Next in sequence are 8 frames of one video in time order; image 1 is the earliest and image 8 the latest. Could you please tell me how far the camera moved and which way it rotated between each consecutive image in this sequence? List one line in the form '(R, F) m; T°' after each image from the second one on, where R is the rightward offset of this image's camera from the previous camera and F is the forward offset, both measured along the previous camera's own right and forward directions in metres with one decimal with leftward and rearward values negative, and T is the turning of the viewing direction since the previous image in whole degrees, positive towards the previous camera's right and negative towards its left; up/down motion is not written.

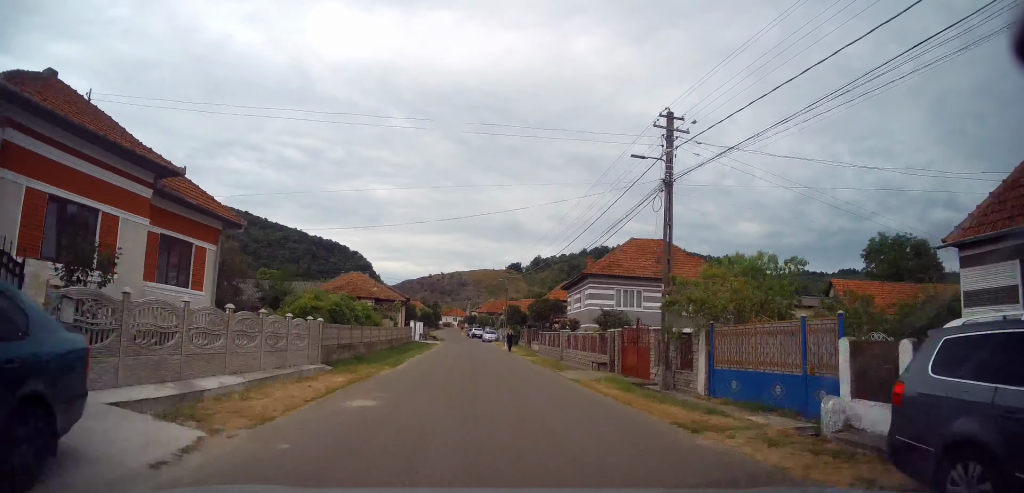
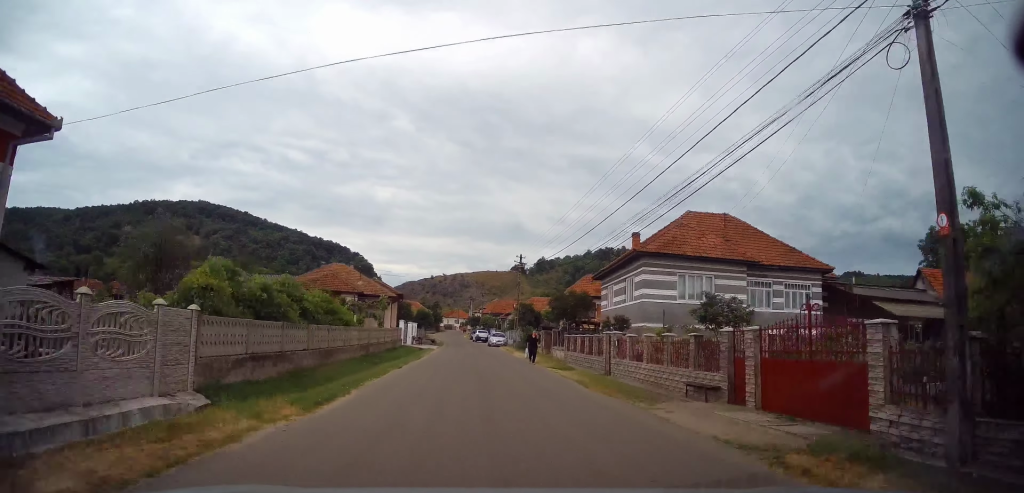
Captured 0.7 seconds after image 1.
(+0.3, +10.2) m; 0°
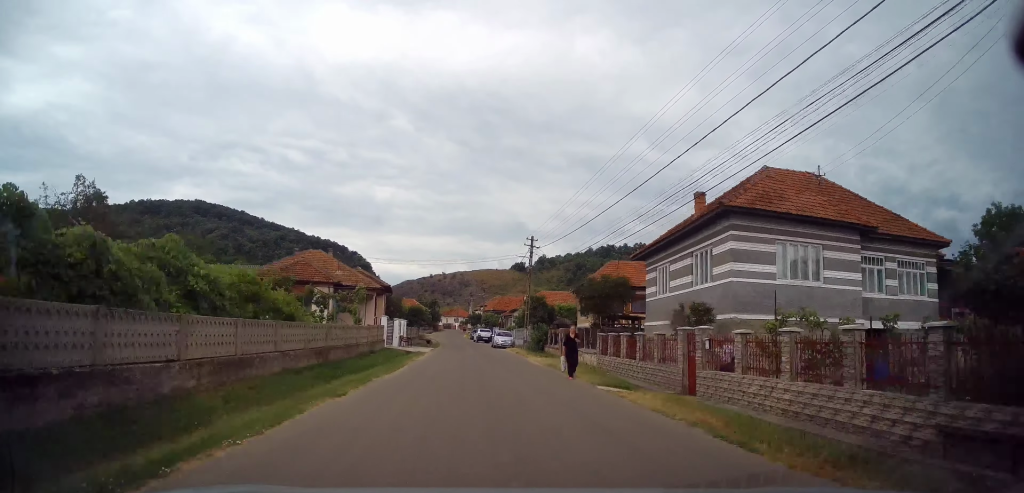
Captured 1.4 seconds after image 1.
(-0.3, +8.3) m; -2°
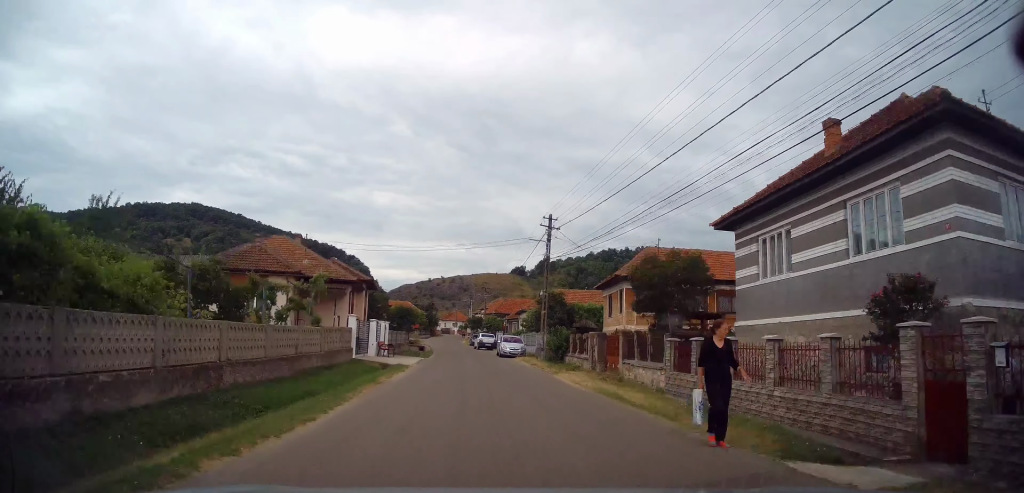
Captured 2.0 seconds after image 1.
(-0.1, +8.4) m; -1°
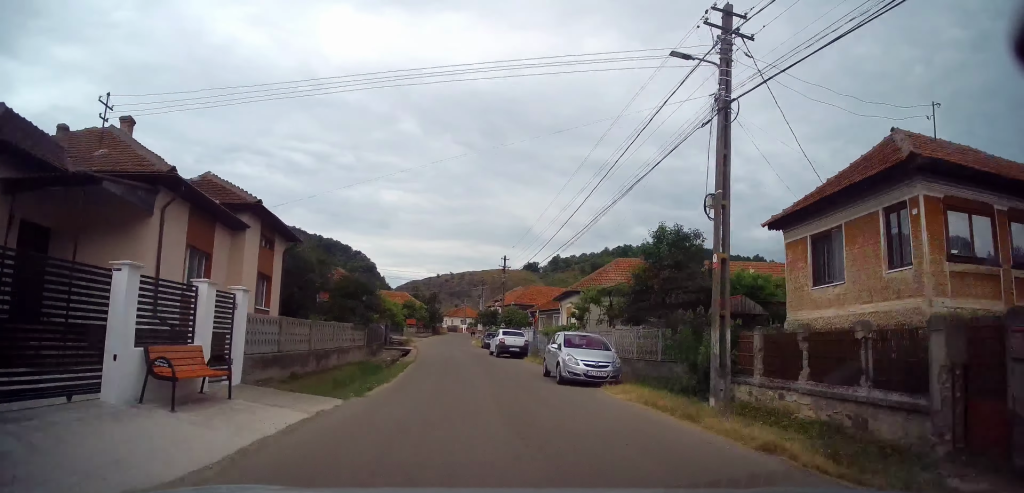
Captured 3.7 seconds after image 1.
(-0.2, +19.6) m; 0°
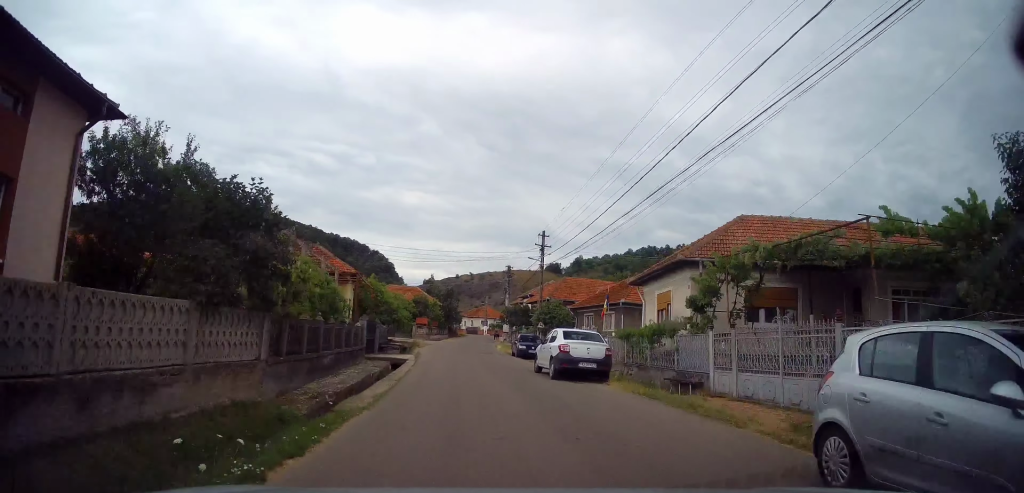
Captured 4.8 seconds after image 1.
(0.0, +12.4) m; -1°
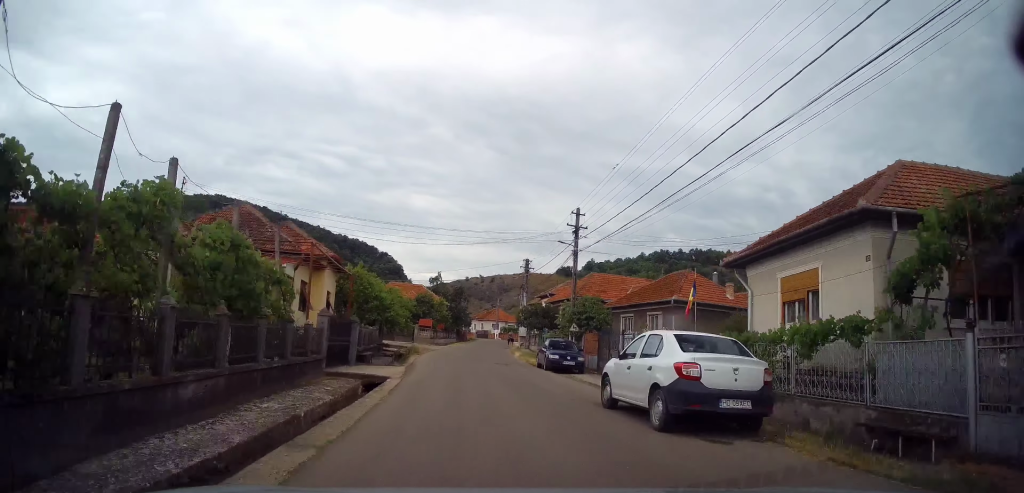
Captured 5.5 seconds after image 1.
(-0.1, +8.0) m; -2°
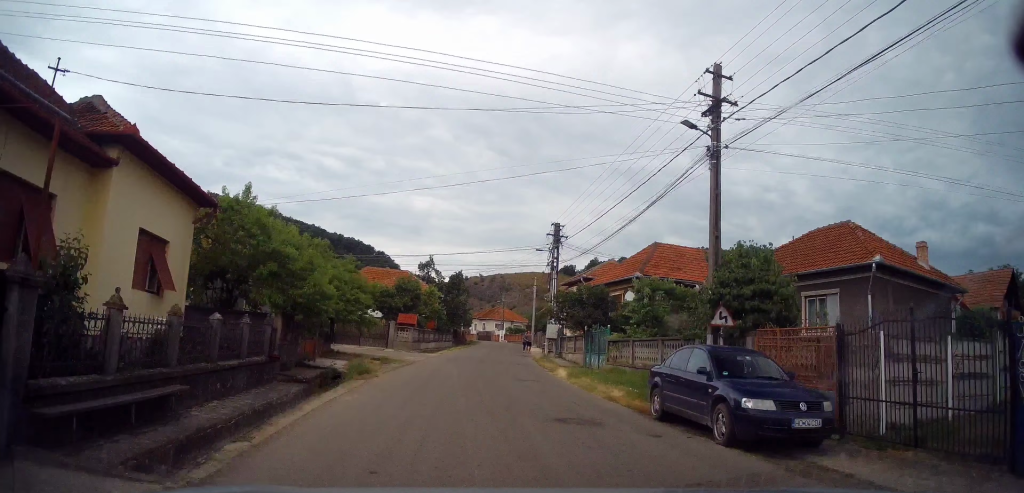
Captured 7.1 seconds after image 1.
(+0.2, +16.6) m; +1°
